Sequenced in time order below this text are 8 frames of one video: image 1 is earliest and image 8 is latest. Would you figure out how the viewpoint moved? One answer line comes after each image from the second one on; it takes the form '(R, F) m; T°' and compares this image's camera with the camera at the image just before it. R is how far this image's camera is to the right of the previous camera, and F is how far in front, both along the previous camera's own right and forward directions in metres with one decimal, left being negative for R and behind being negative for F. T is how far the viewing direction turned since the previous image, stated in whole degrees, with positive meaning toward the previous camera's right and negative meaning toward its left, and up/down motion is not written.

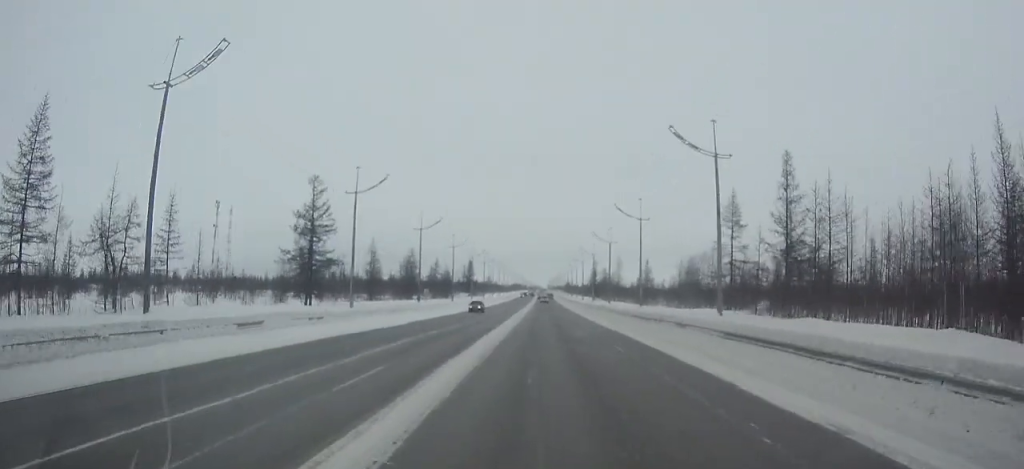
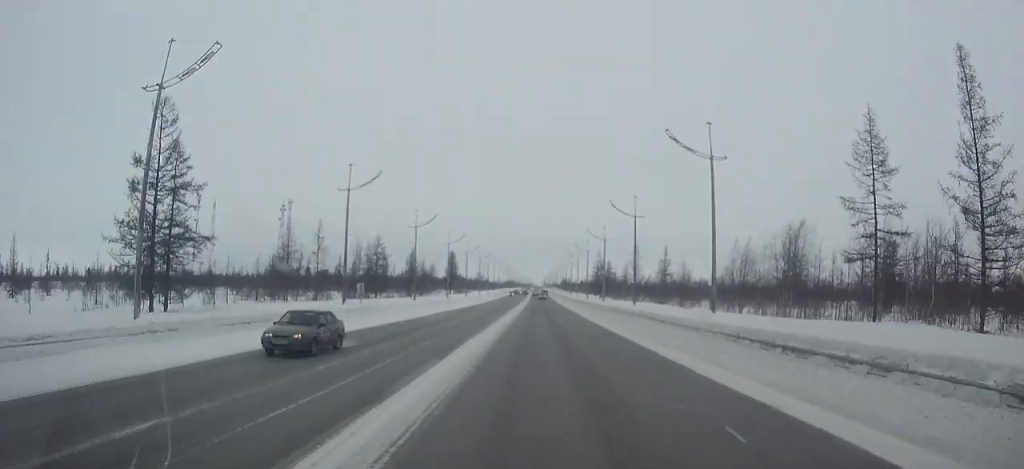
(+0.1, +25.0) m; 0°
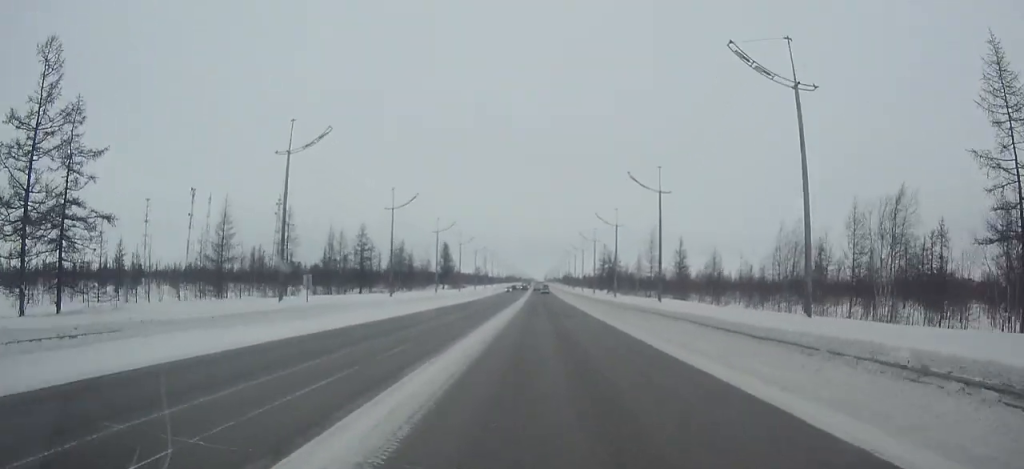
(0.0, +11.3) m; 0°
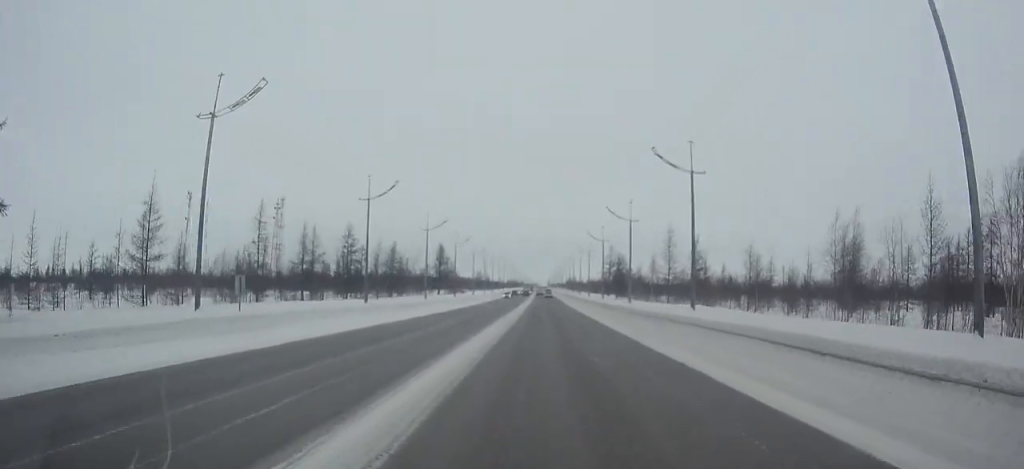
(0.0, +9.0) m; 0°
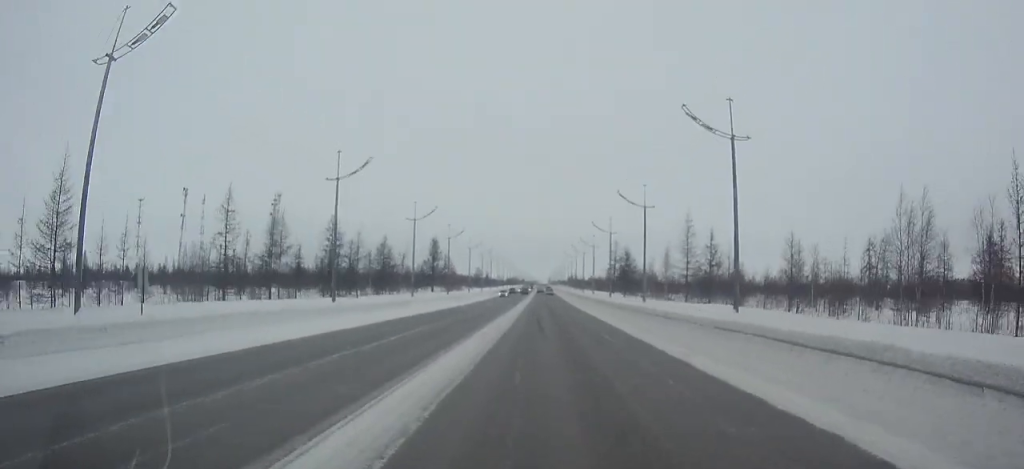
(0.0, +7.8) m; 0°
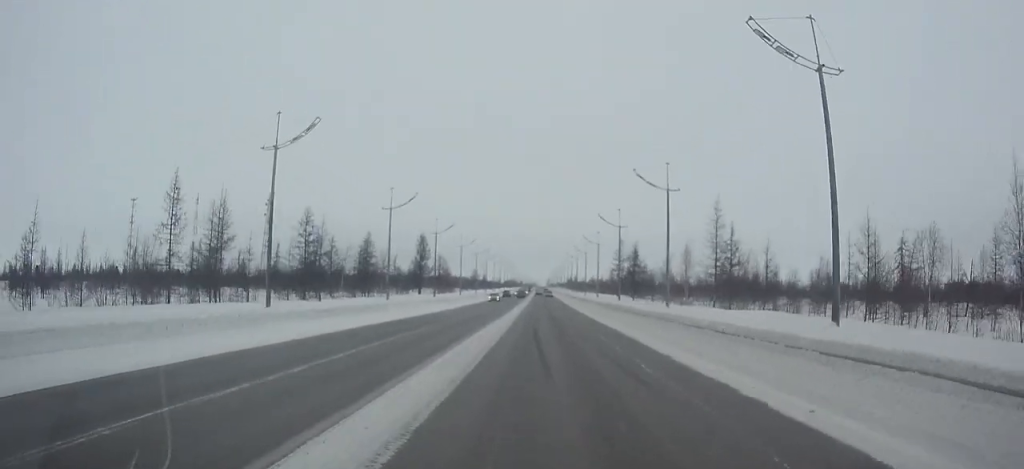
(0.0, +10.0) m; 0°
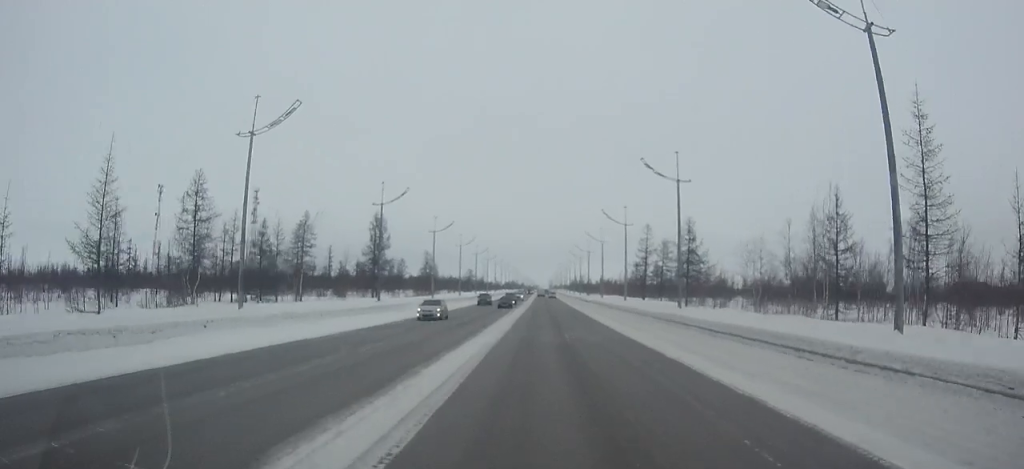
(0.0, +28.3) m; 0°
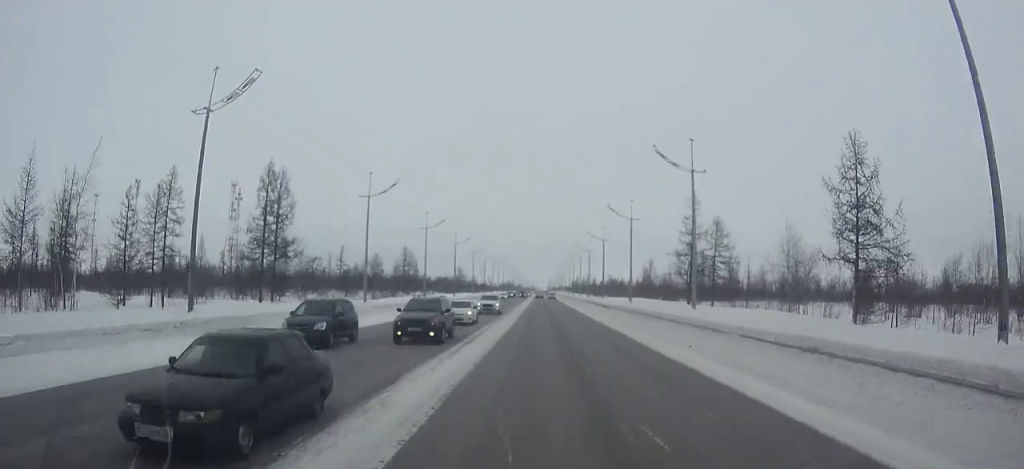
(0.0, +29.1) m; 0°
